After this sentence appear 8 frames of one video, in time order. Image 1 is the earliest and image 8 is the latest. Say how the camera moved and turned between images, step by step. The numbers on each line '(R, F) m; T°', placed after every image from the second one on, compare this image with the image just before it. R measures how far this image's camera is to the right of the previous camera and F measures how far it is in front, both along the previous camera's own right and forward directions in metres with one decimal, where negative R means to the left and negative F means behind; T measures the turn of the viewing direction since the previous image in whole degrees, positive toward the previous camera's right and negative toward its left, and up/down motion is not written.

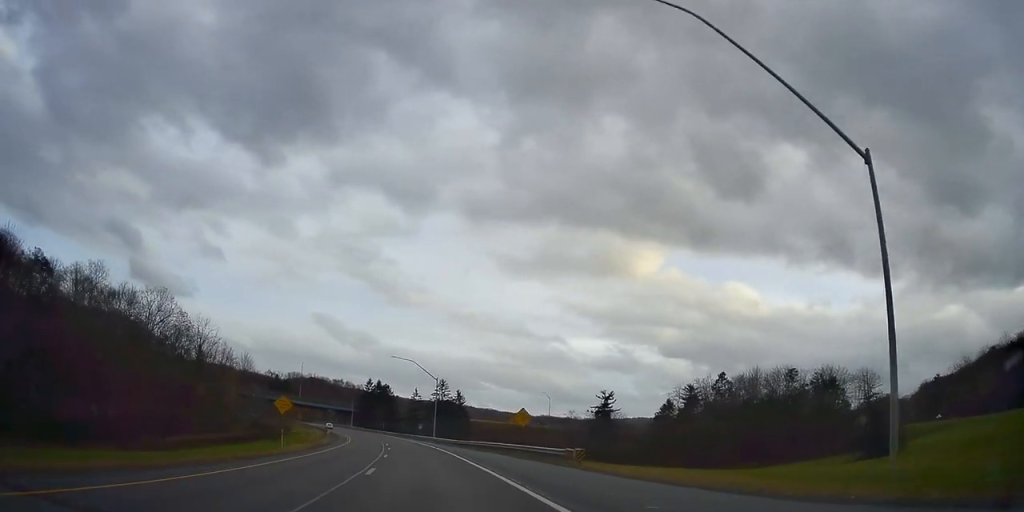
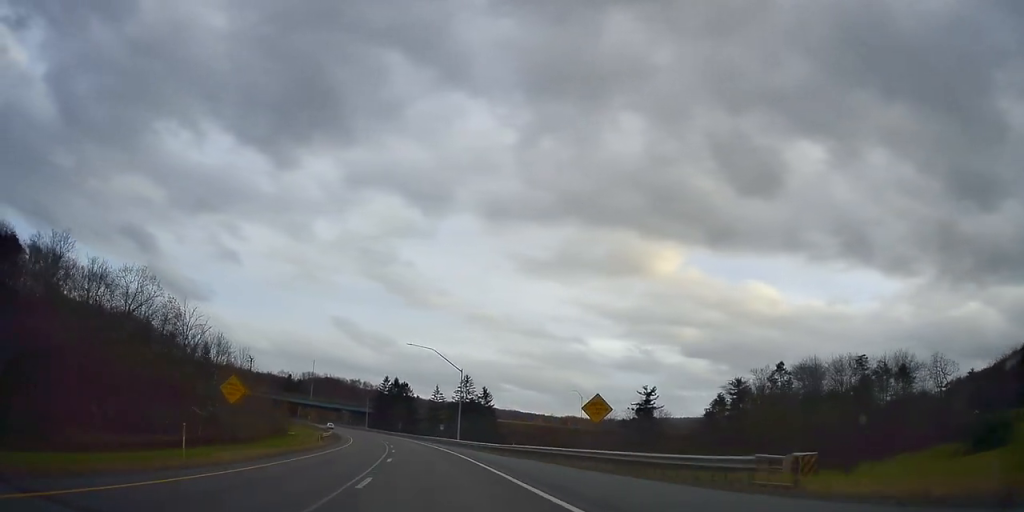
(-0.3, +16.2) m; -2°
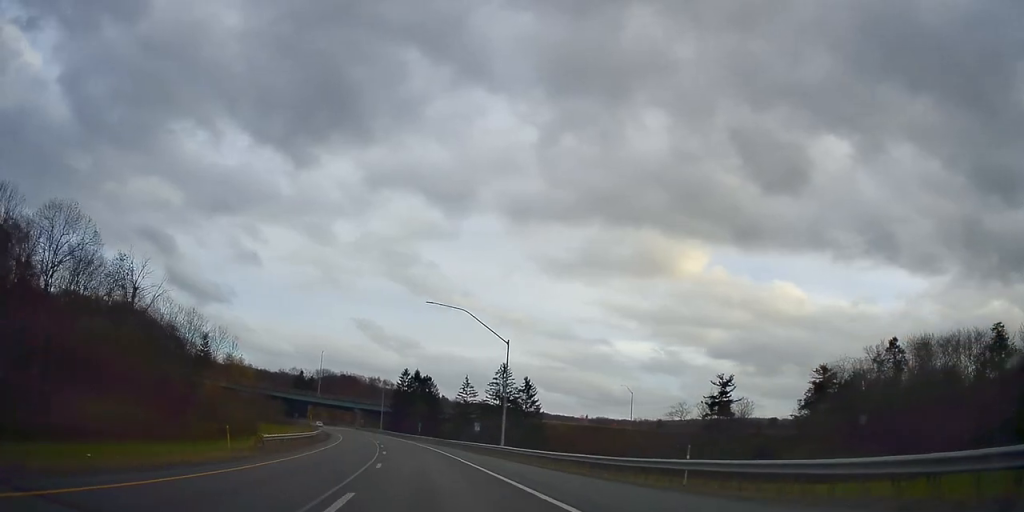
(-0.3, +28.1) m; -3°
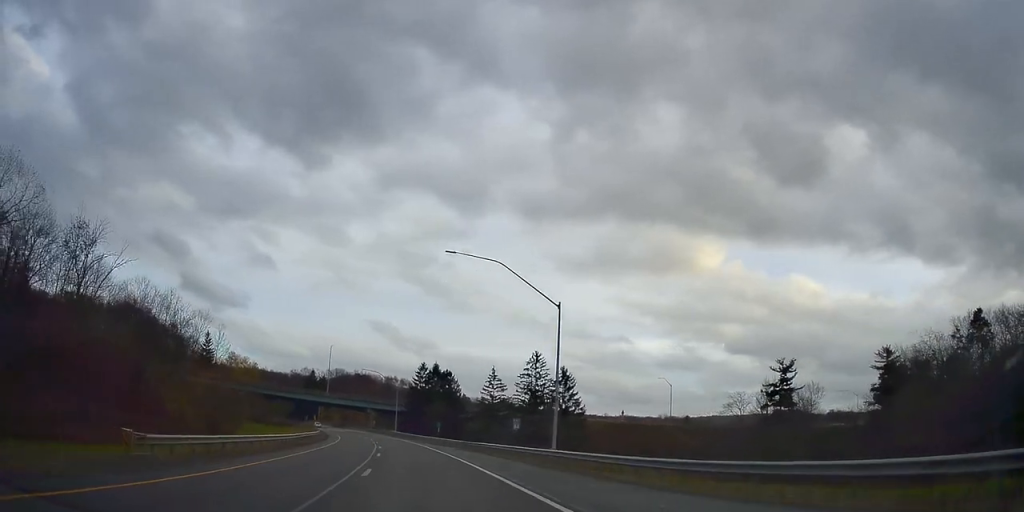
(-0.5, +16.2) m; -3°
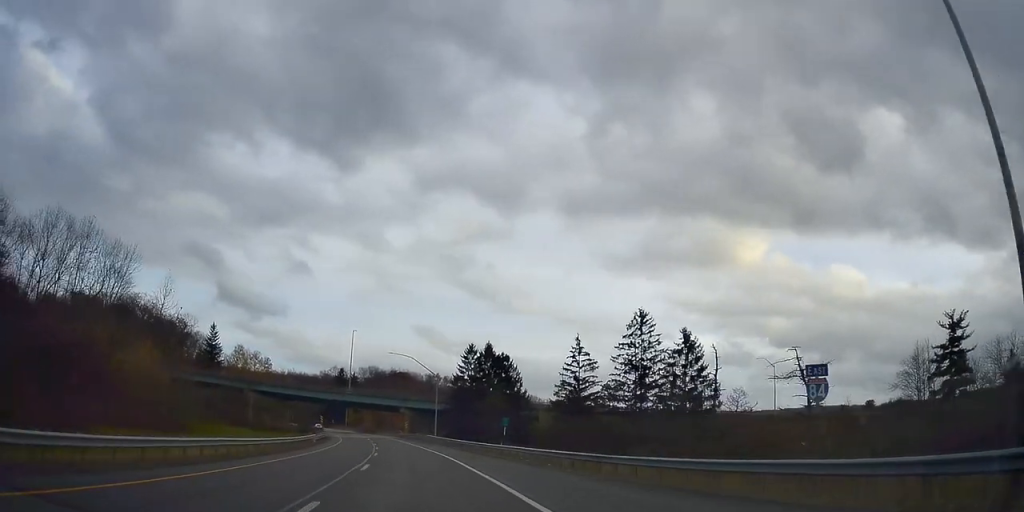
(-1.7, +33.7) m; -5°
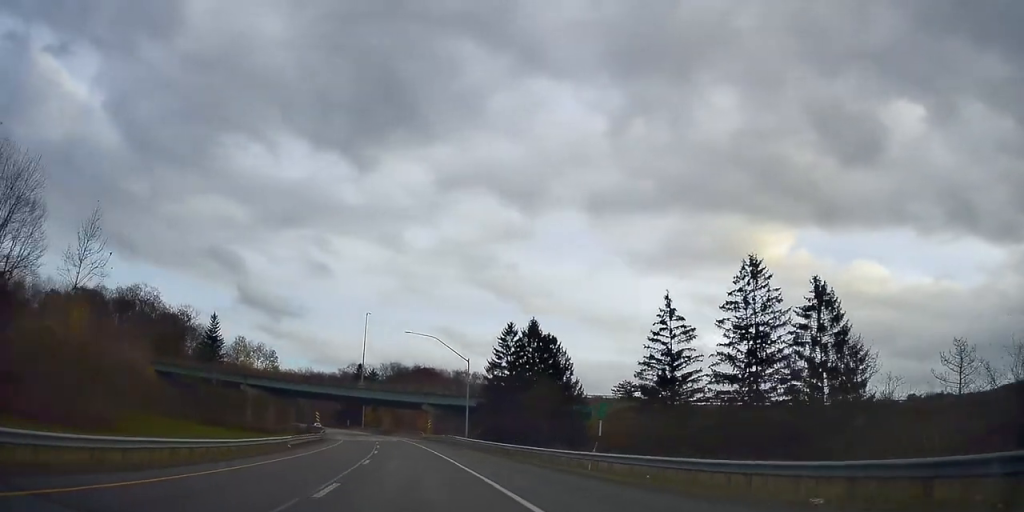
(-0.4, +21.1) m; -2°
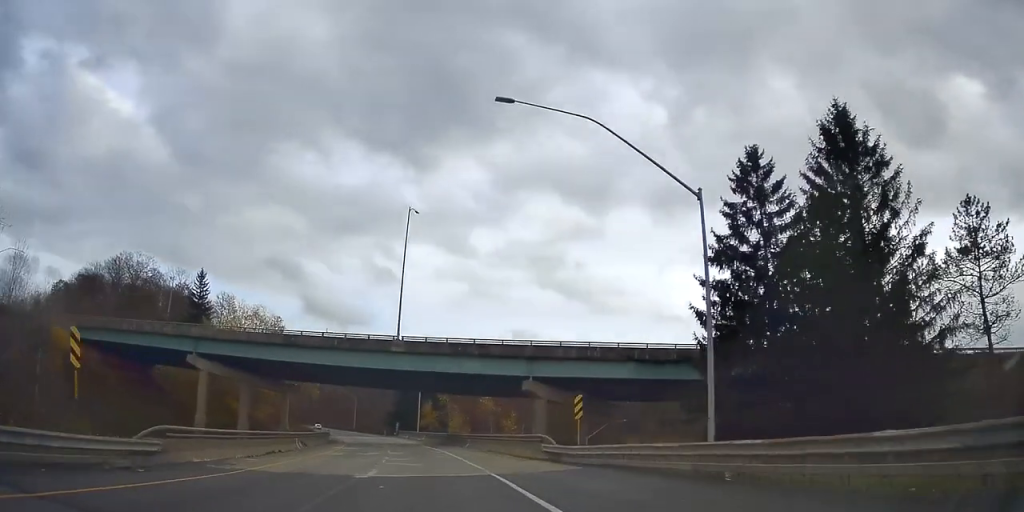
(-3.0, +55.9) m; -6°
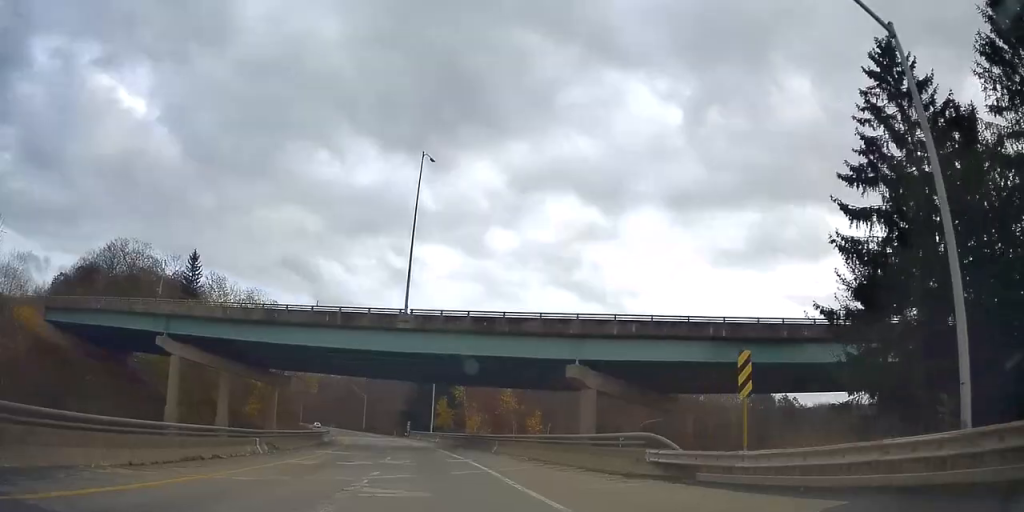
(0.0, +11.9) m; -1°
